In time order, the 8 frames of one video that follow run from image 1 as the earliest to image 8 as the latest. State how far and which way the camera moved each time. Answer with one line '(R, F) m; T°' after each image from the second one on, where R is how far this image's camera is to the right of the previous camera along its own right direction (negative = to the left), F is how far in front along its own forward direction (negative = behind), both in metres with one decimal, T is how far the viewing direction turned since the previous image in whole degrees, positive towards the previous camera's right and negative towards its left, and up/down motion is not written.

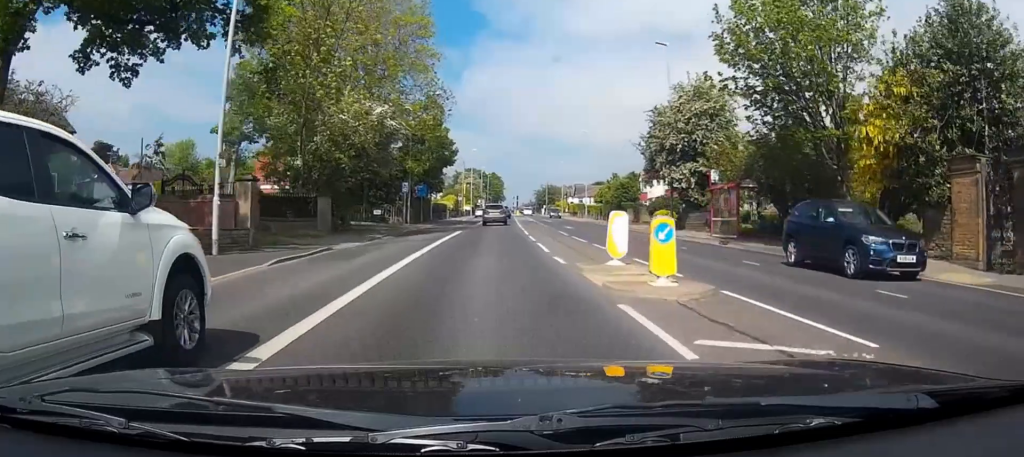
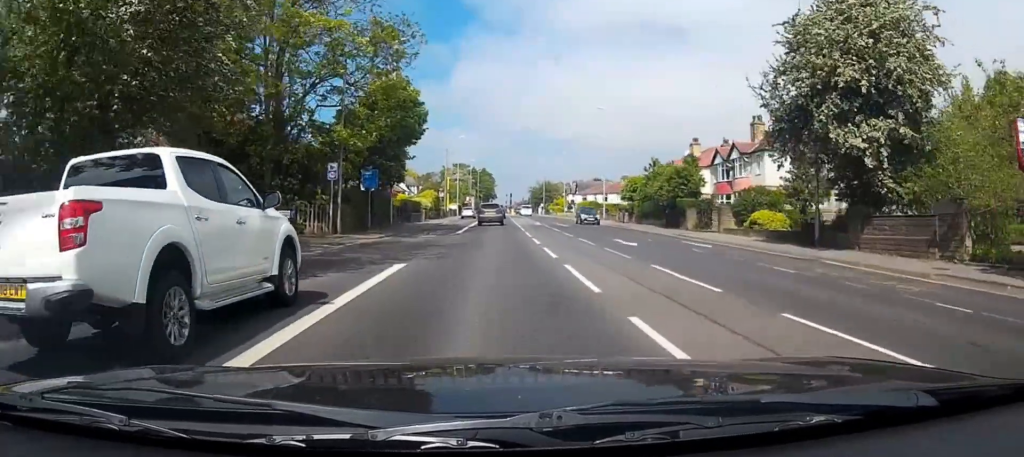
(+0.5, +20.1) m; +3°
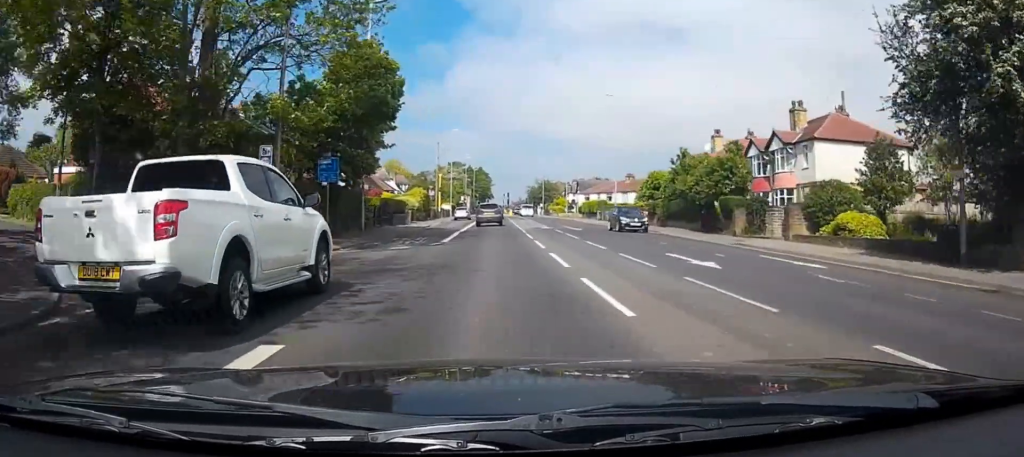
(+0.1, +8.2) m; +1°
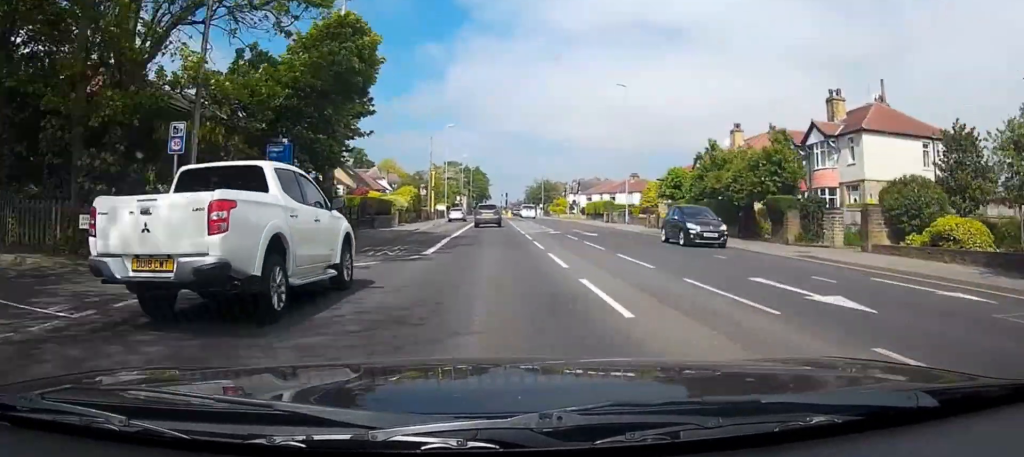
(+0.1, +5.9) m; -1°
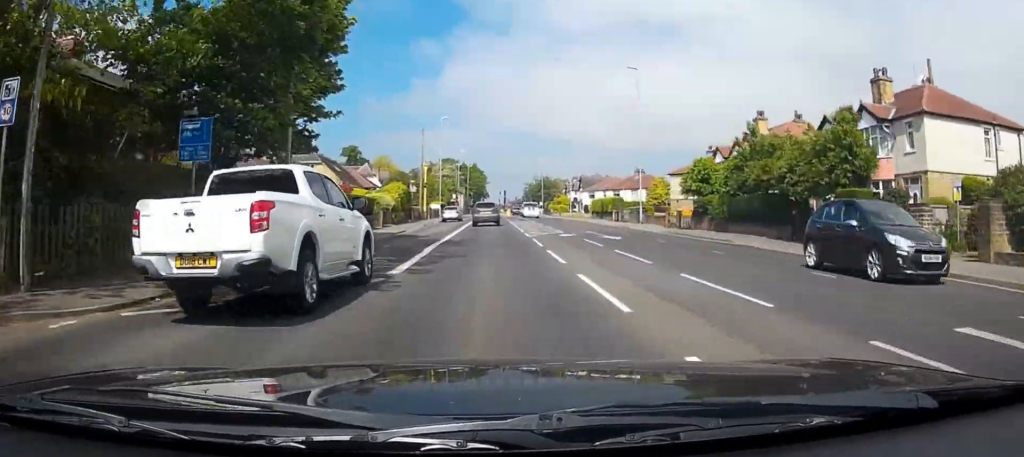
(+0.1, +5.9) m; -1°
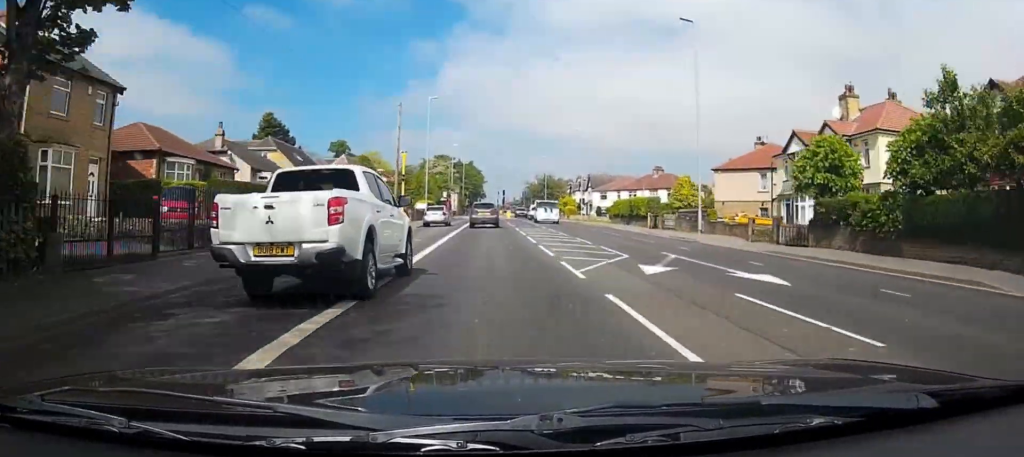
(-0.3, +13.8) m; 0°
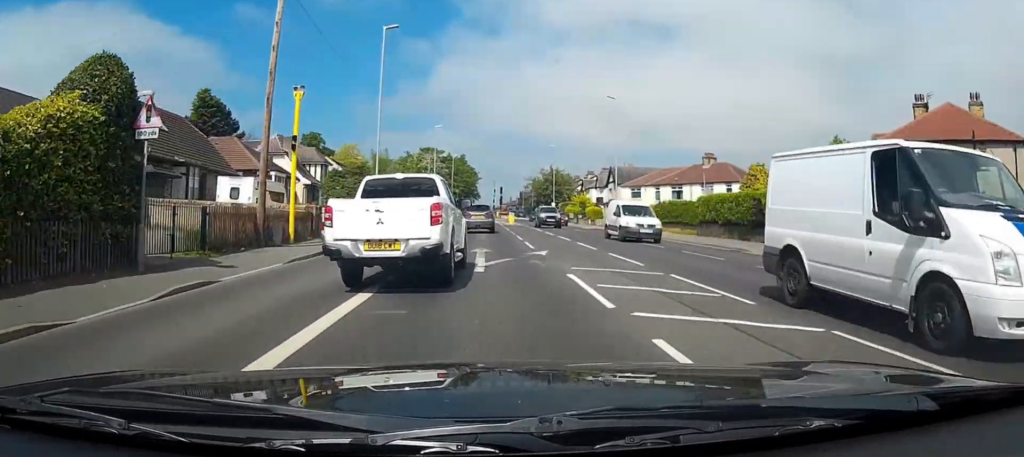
(+0.8, +25.7) m; +1°
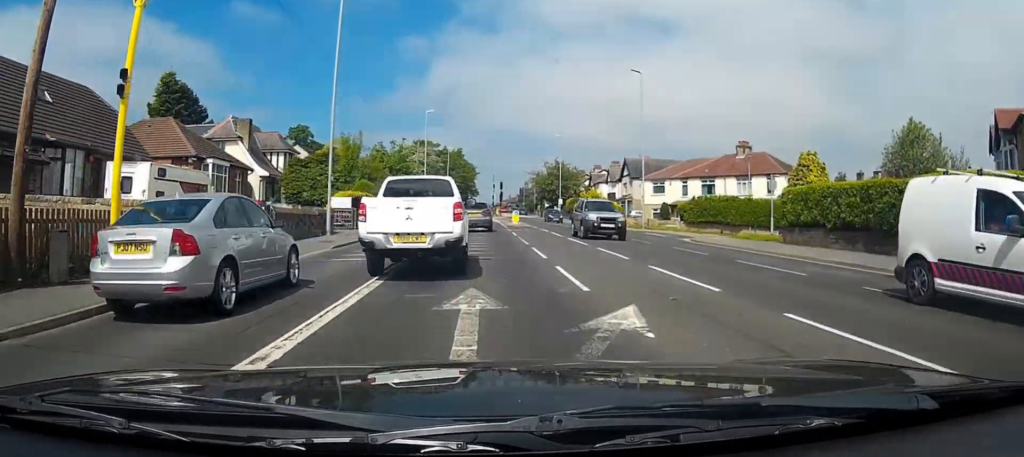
(-0.3, +10.8) m; 0°
